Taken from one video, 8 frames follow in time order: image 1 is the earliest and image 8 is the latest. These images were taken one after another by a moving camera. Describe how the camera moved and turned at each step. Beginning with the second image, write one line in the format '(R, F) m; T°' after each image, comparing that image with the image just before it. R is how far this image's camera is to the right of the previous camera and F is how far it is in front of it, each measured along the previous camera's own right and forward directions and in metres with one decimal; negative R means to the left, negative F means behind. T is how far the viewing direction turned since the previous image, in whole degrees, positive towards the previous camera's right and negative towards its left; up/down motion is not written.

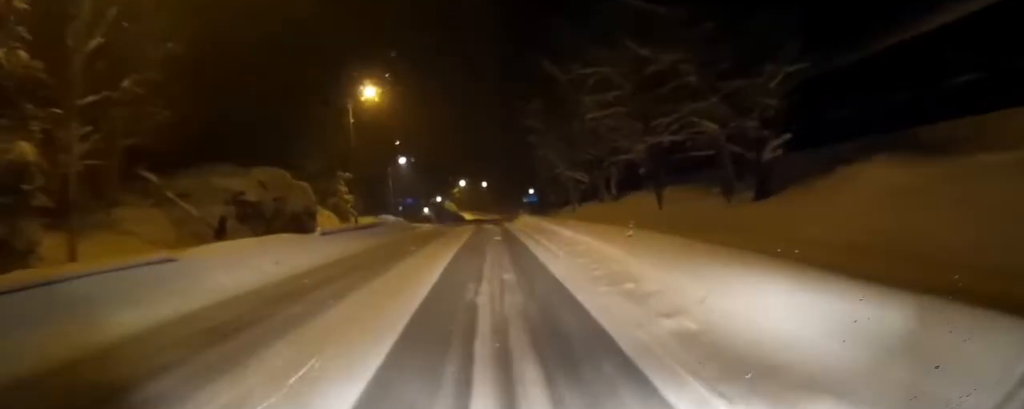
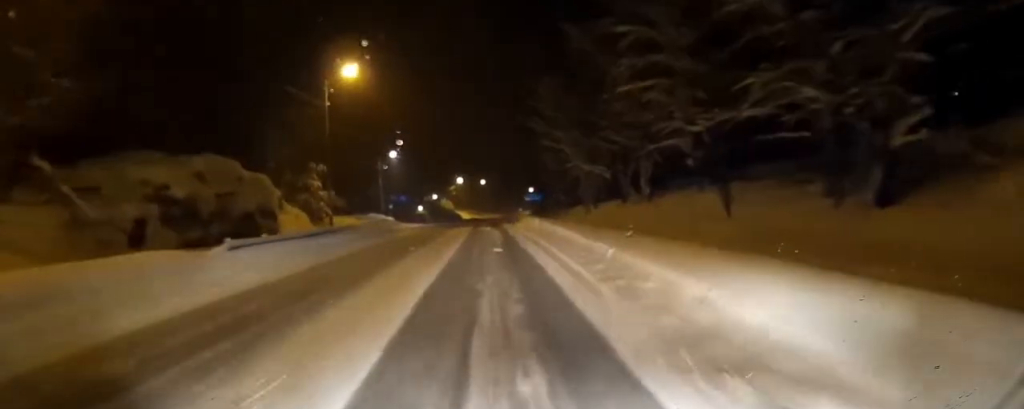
(+0.1, +6.7) m; 0°
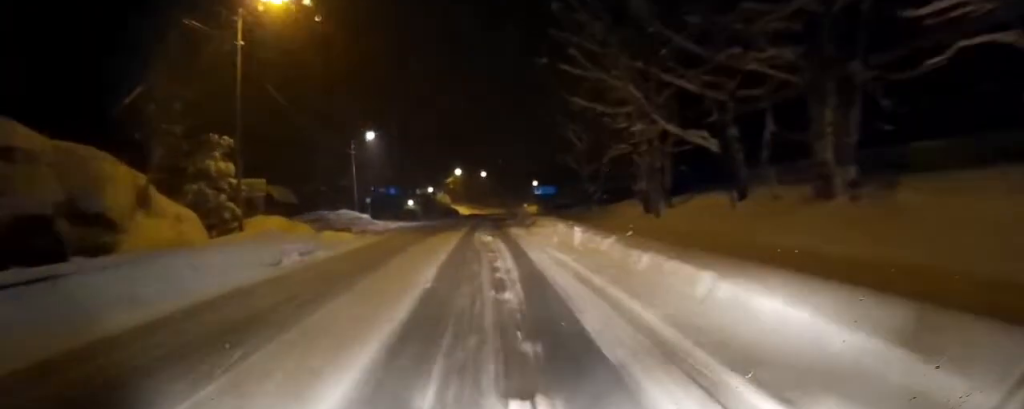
(0.0, +14.9) m; 0°
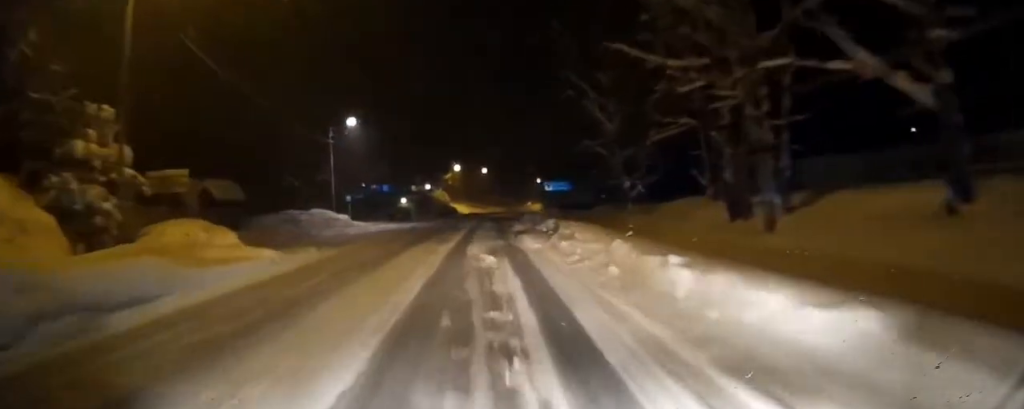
(0.0, +8.8) m; 0°
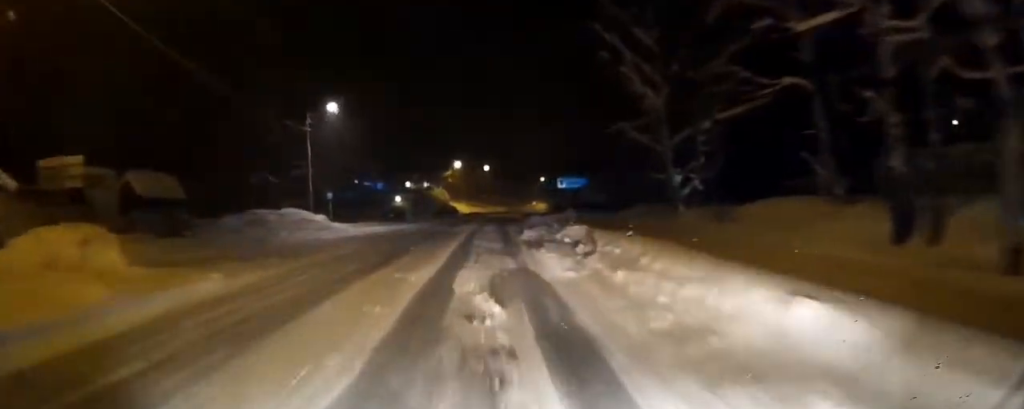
(0.0, +7.1) m; 0°
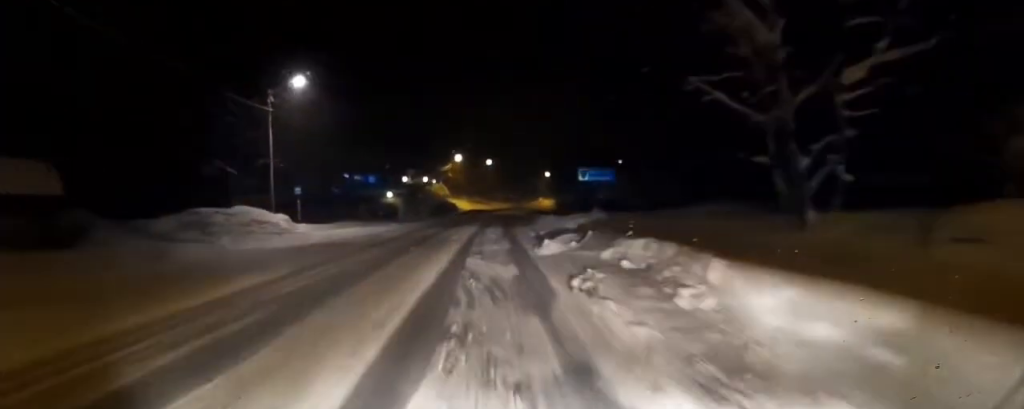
(+0.1, +8.2) m; 0°
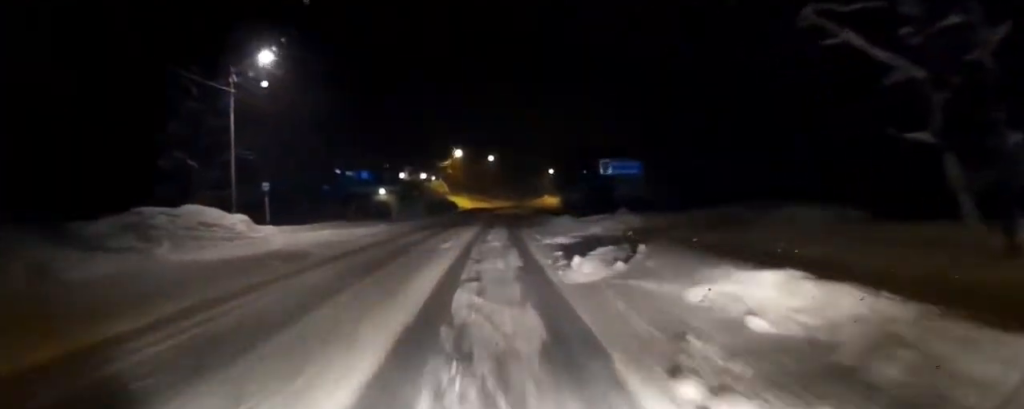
(-0.1, +5.7) m; 0°
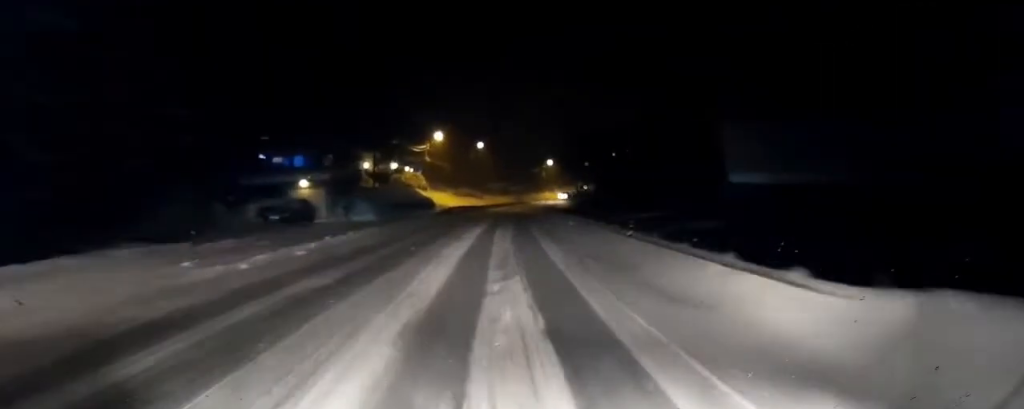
(0.0, +23.7) m; 0°
